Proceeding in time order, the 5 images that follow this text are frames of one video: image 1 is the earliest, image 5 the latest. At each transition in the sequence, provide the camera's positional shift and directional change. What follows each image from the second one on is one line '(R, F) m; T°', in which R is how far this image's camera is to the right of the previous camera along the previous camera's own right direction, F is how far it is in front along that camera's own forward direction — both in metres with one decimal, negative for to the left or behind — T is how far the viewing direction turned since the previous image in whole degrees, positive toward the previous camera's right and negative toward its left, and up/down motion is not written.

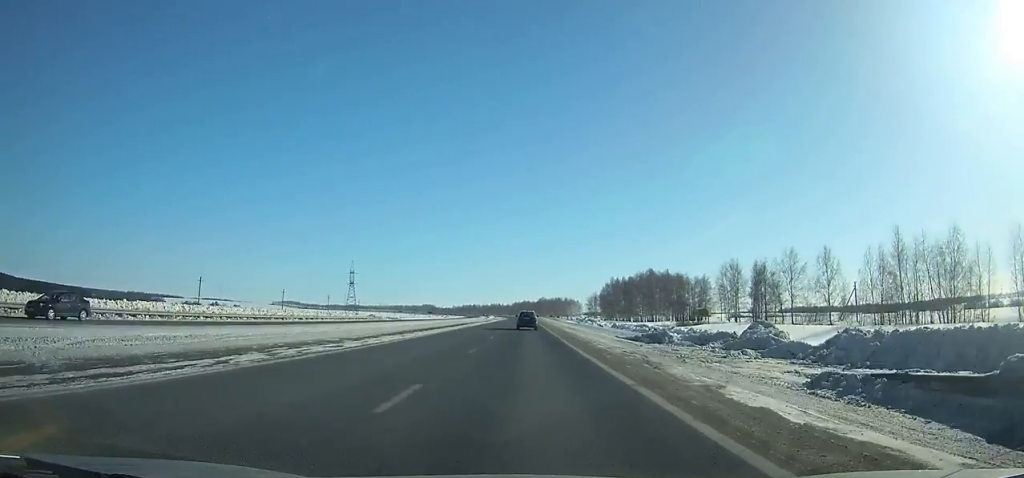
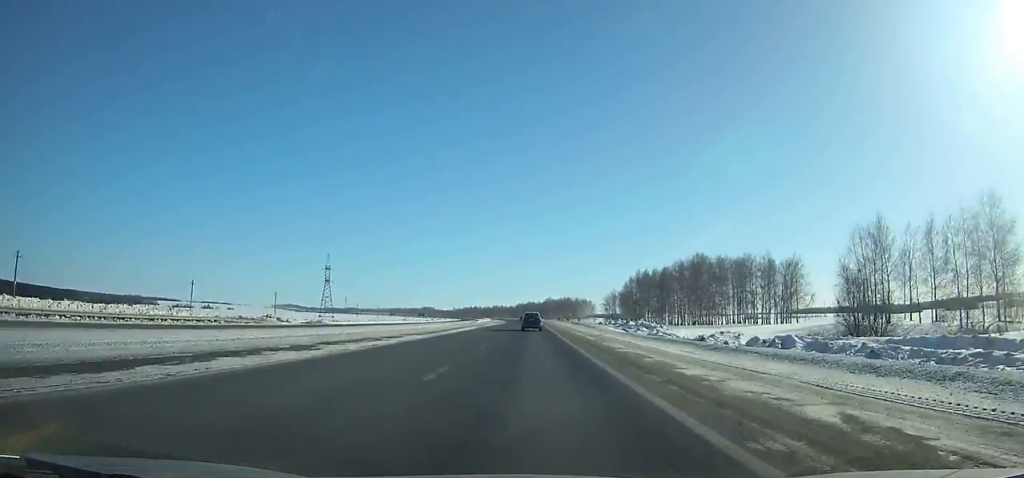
(0.0, +56.9) m; 0°
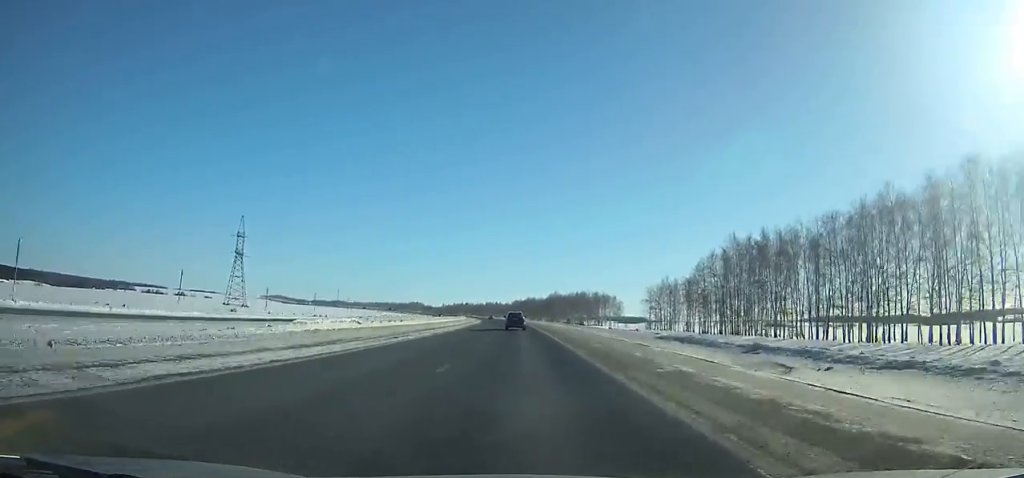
(-0.2, +105.4) m; -1°
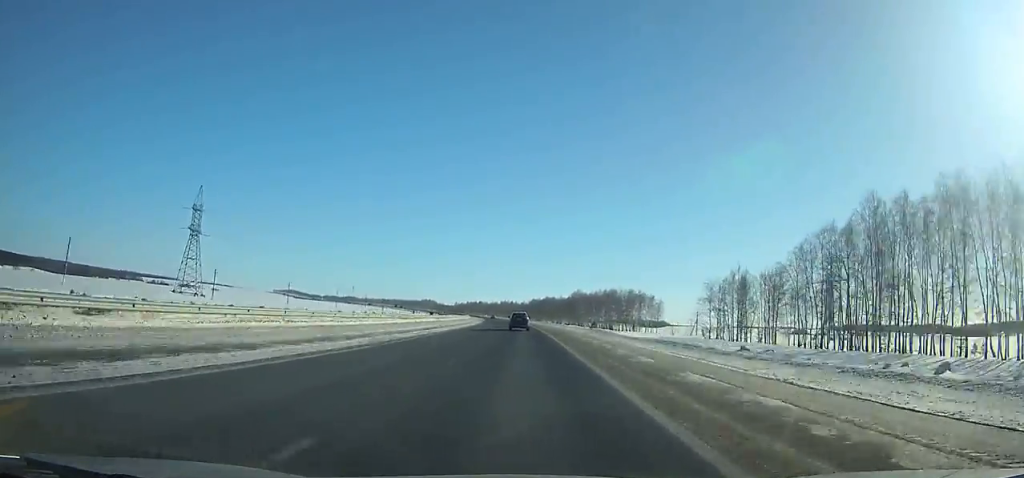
(-0.5, +45.9) m; -1°
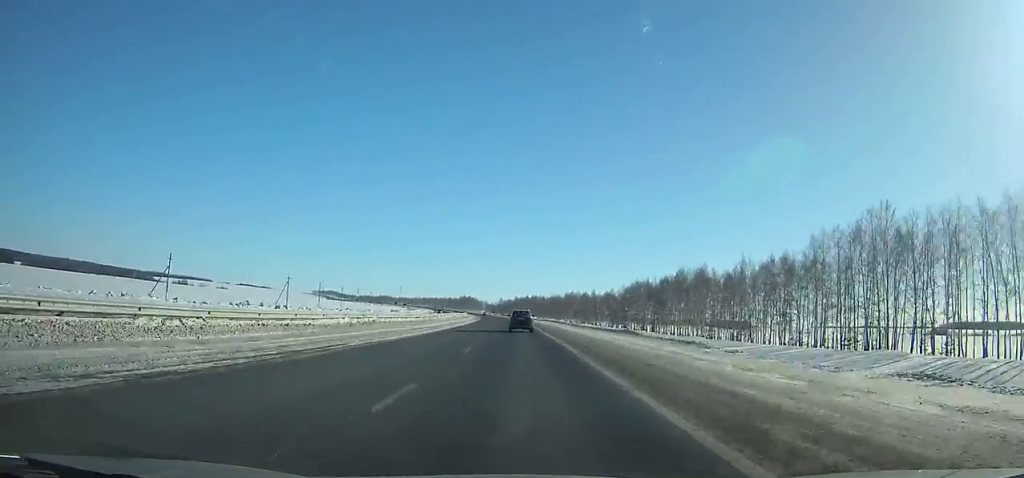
(-11.2, +219.6) m; -6°
